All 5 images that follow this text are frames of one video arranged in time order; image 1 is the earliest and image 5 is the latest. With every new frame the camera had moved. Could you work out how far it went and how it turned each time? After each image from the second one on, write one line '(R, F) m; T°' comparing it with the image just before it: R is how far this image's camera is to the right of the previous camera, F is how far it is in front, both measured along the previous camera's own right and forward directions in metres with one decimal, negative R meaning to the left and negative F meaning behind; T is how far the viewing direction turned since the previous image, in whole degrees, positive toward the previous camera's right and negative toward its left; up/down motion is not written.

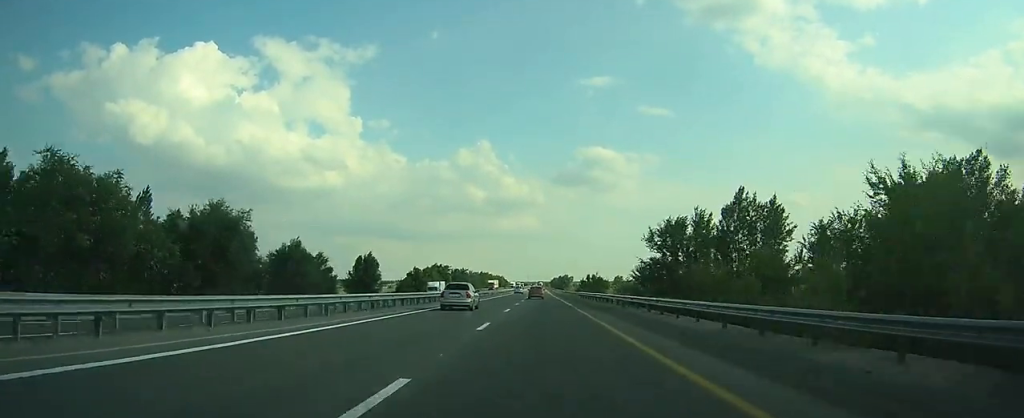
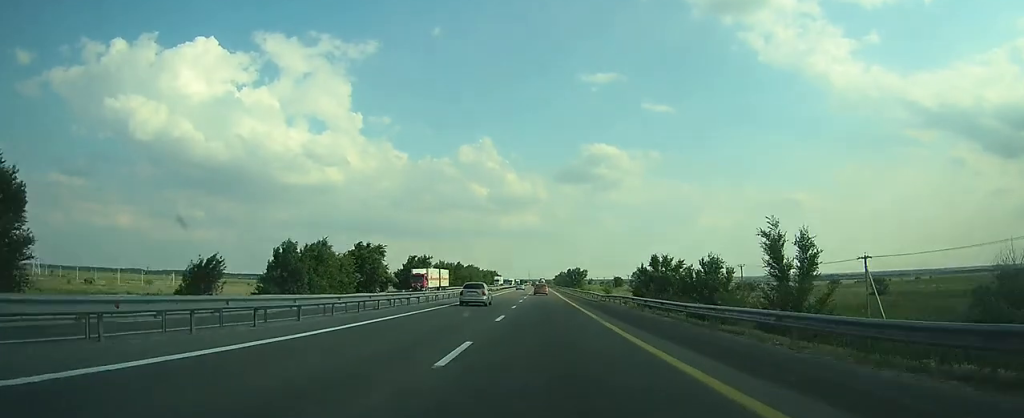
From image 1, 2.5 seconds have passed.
(-0.4, +68.0) m; 0°
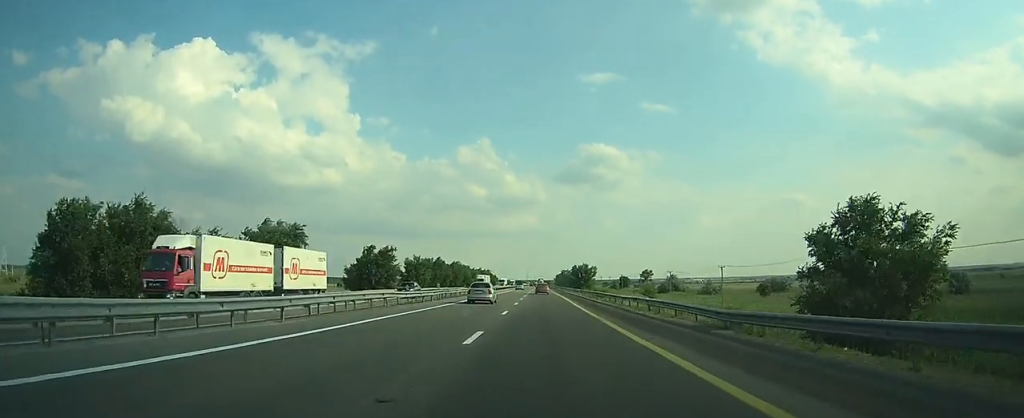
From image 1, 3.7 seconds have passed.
(0.0, +32.3) m; 0°
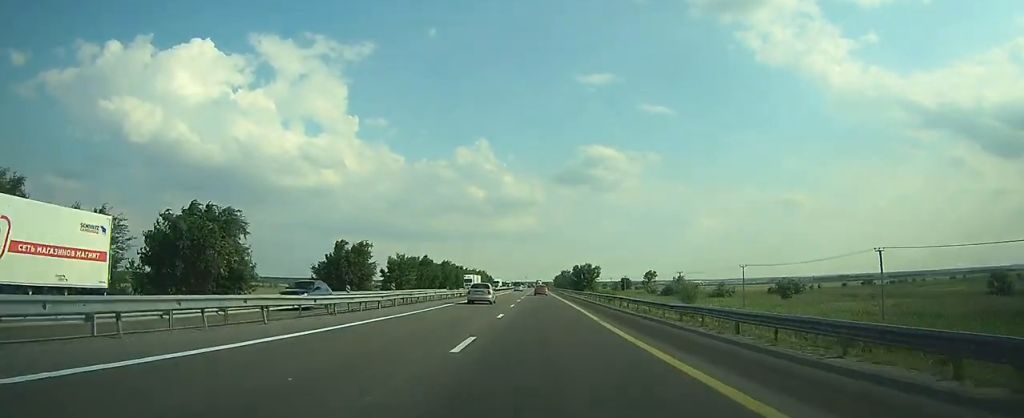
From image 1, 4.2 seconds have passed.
(0.0, +13.5) m; 0°
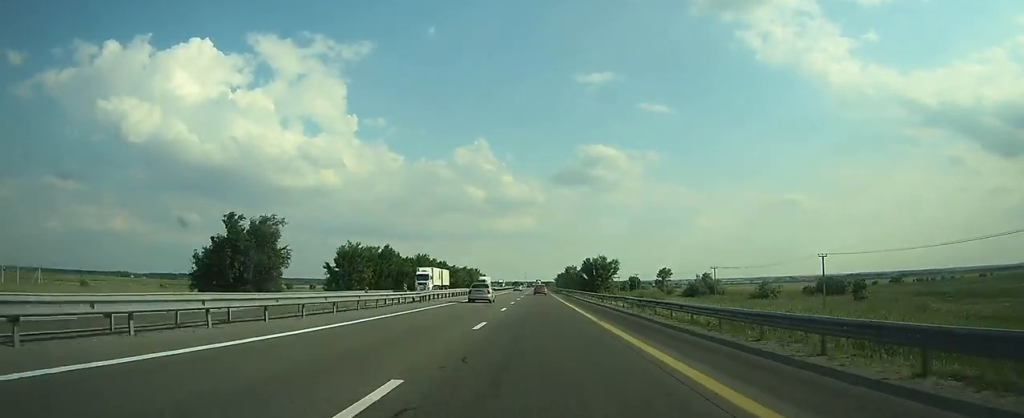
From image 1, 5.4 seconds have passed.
(0.0, +30.5) m; 0°
